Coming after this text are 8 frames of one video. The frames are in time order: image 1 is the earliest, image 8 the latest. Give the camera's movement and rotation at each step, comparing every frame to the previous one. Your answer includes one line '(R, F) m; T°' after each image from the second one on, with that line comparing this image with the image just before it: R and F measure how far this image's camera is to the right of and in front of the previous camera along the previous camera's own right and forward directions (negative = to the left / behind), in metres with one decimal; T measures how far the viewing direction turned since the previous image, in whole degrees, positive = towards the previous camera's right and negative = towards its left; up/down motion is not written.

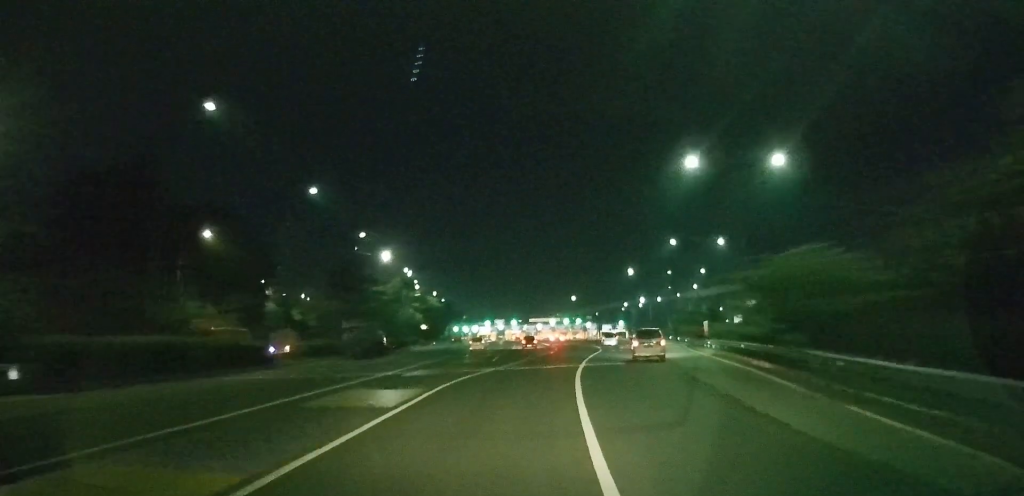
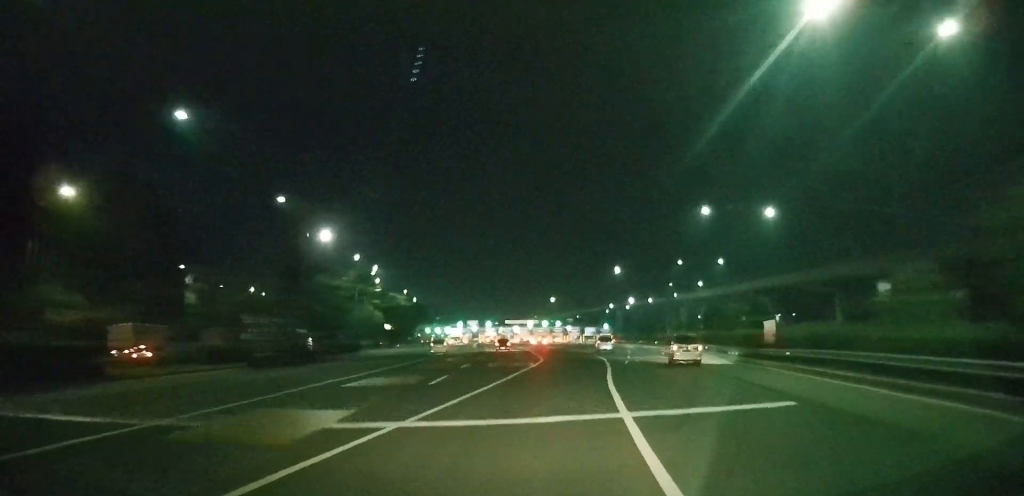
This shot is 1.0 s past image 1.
(+0.5, +20.4) m; +3°
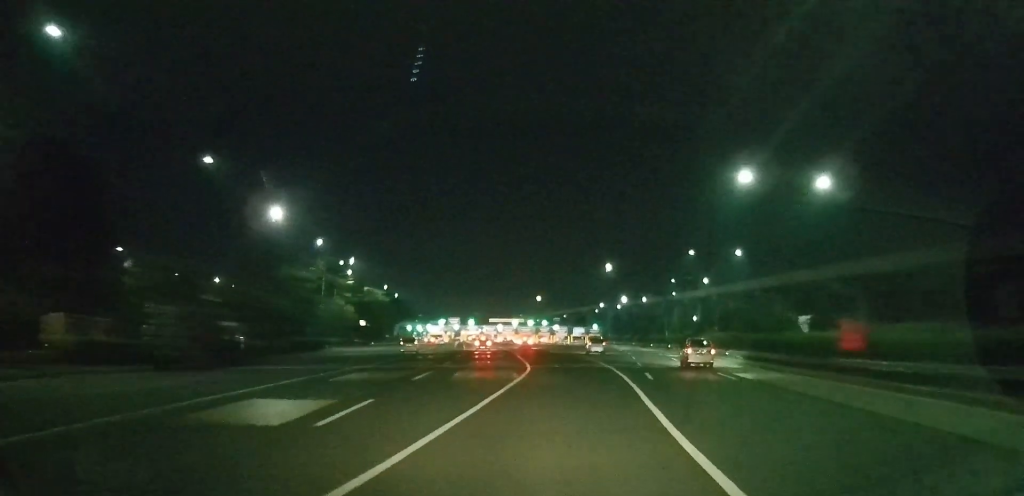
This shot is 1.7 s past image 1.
(+0.4, +13.0) m; +1°
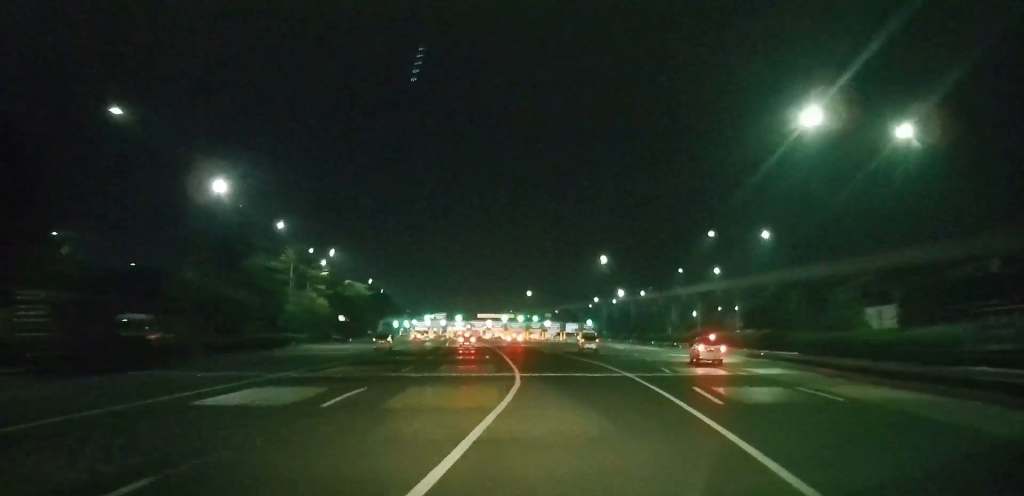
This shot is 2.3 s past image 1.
(+0.1, +12.5) m; +1°
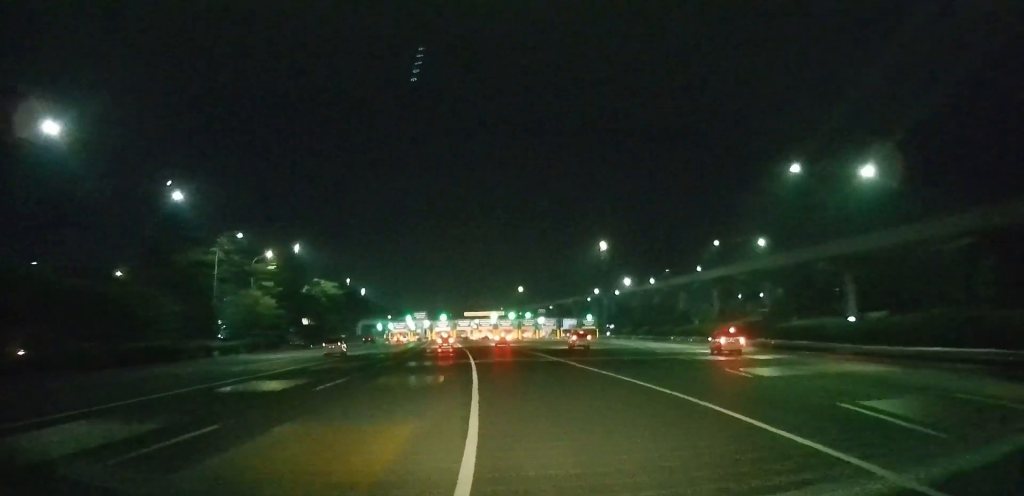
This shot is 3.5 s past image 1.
(+0.2, +24.8) m; +1°
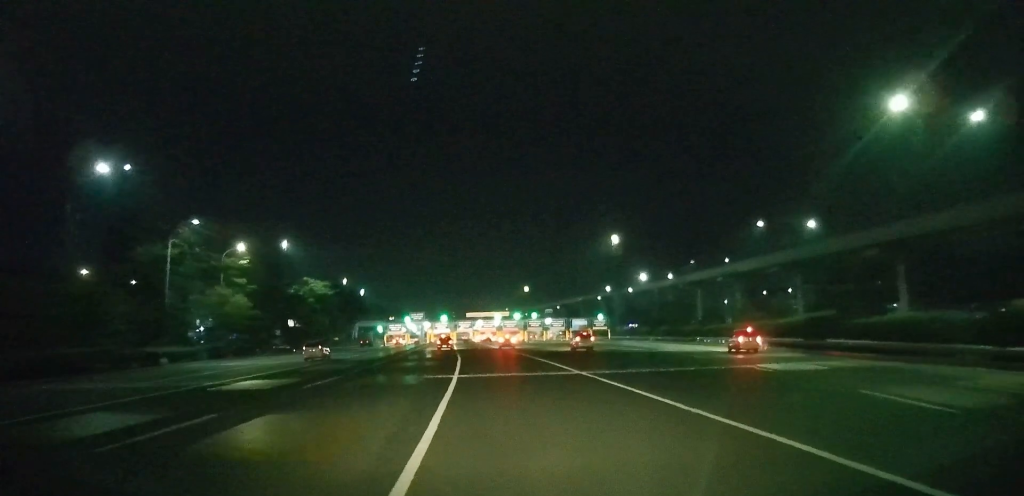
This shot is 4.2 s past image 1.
(0.0, +13.2) m; 0°
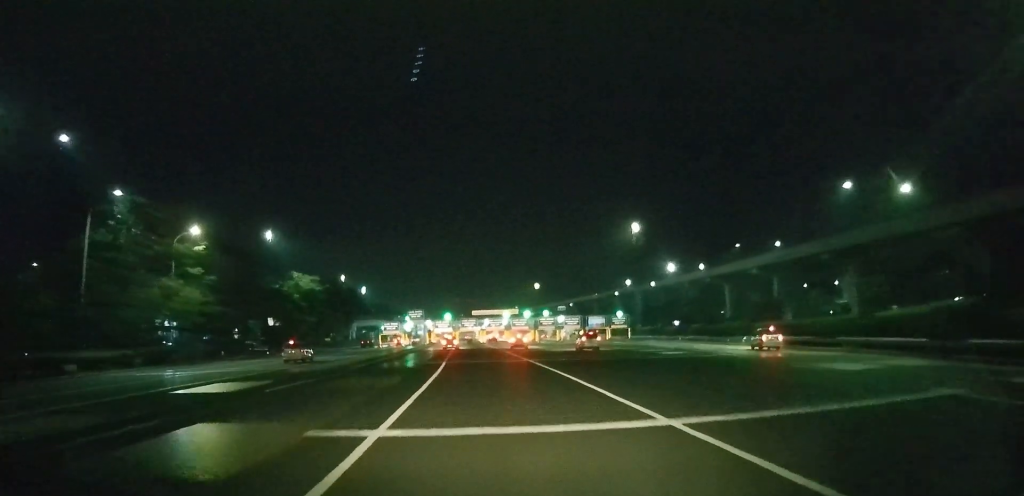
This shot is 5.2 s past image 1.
(0.0, +15.9) m; 0°
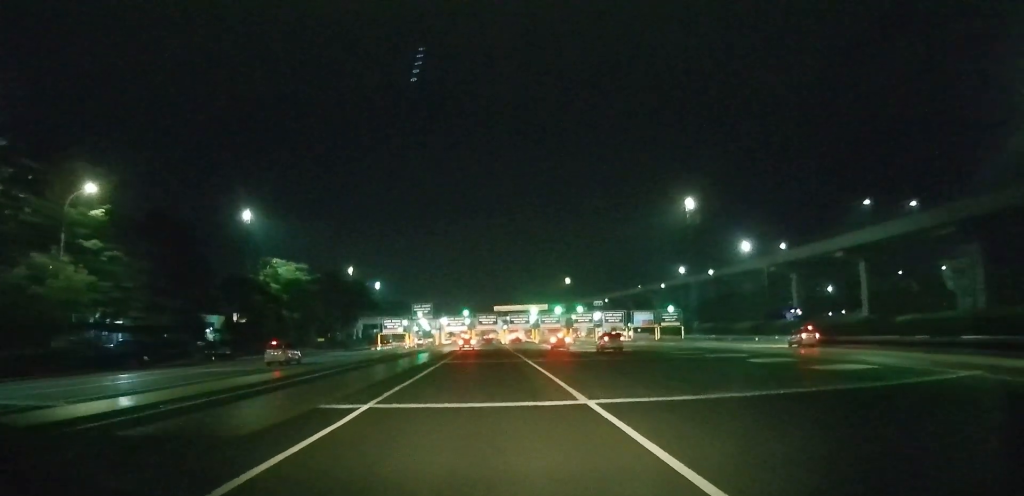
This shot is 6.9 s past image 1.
(-0.5, +24.1) m; -3°
